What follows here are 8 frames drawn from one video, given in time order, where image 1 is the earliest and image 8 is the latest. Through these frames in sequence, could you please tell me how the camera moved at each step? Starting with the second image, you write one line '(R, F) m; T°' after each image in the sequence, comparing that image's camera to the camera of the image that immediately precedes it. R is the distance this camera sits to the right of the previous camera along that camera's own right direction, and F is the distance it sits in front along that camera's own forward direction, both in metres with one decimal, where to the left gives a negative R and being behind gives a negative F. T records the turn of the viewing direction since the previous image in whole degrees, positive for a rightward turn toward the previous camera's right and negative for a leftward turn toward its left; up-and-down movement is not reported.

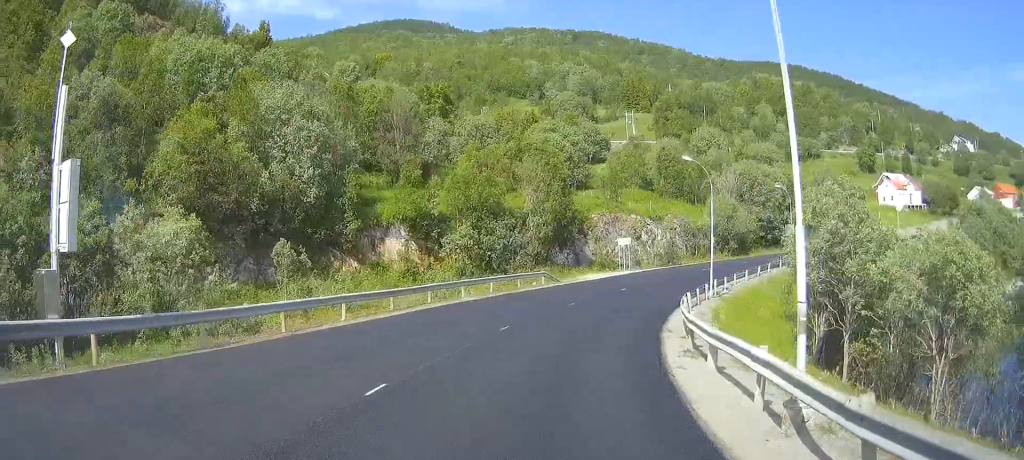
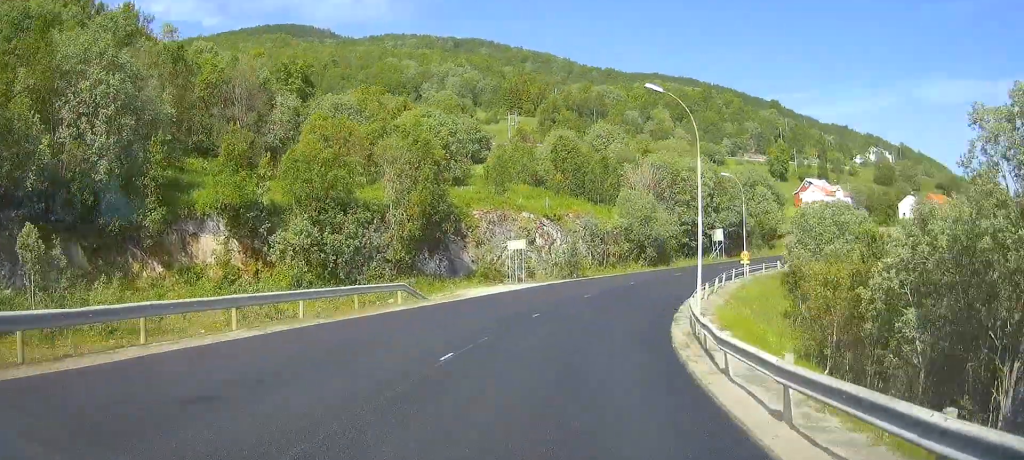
(+2.9, +16.3) m; +18°
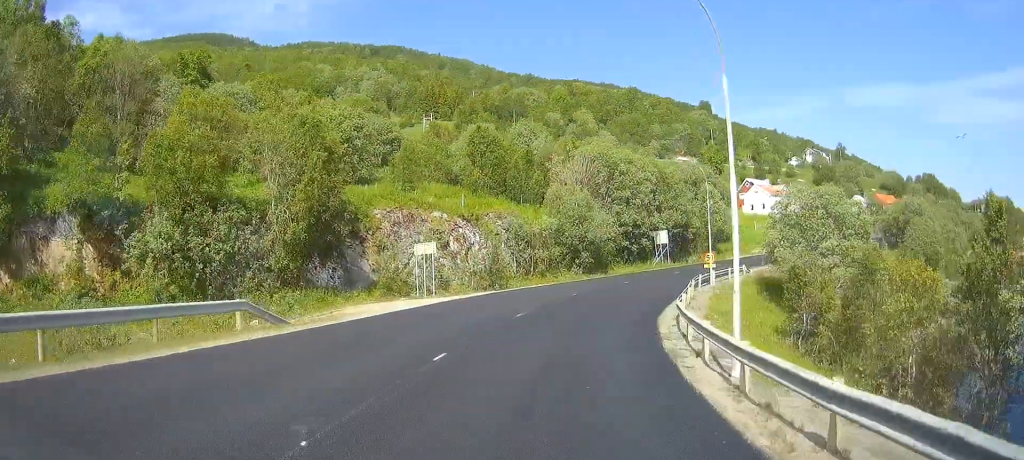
(+0.6, +9.9) m; +4°
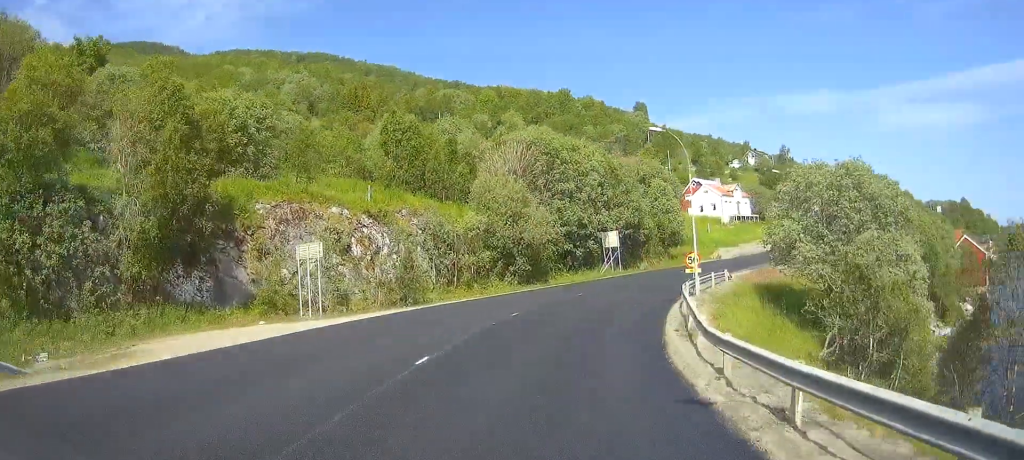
(+0.1, +10.7) m; +4°
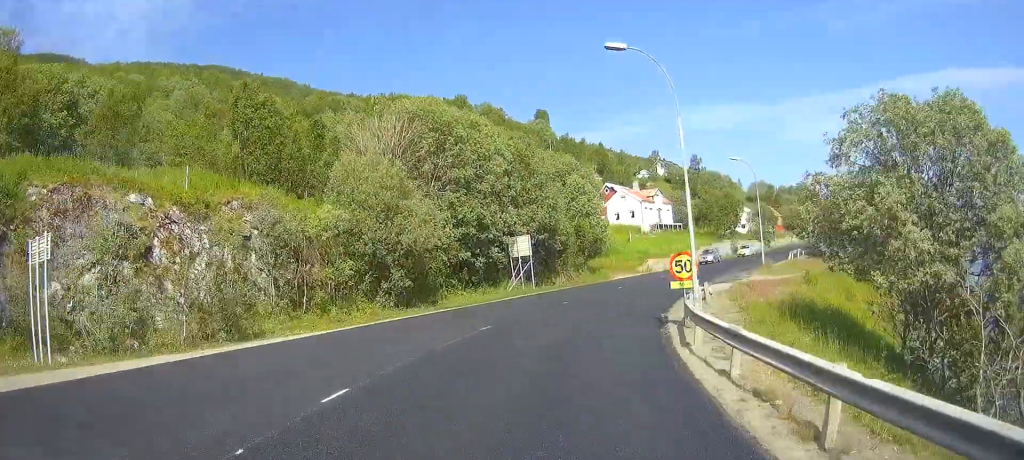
(+0.9, +13.2) m; +13°
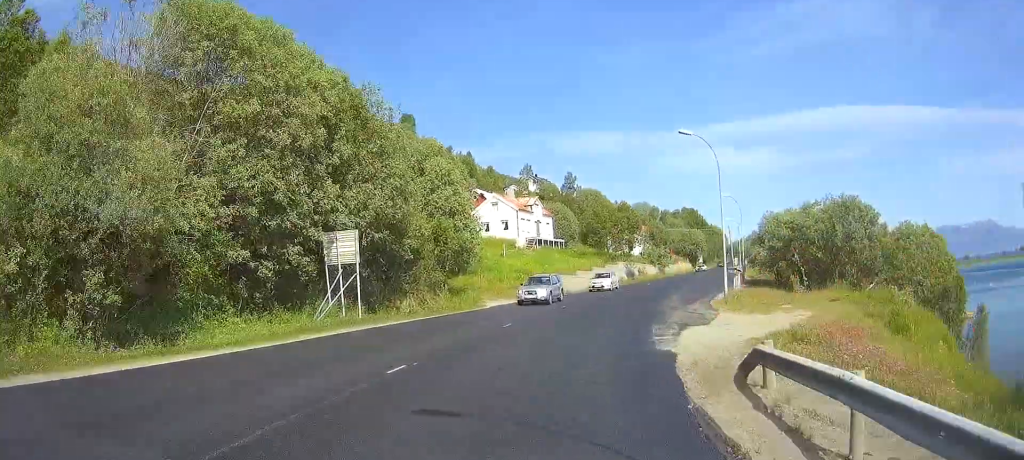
(+3.0, +17.1) m; +14°
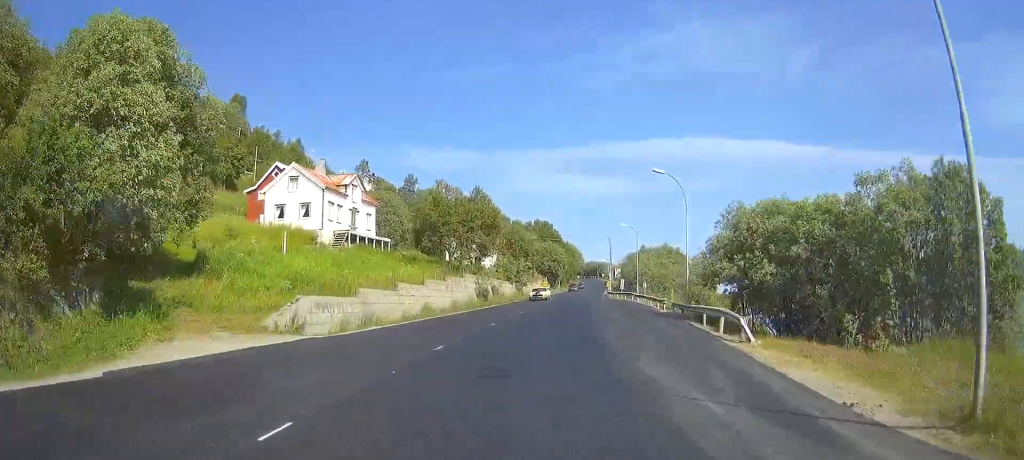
(+3.1, +26.9) m; +19°
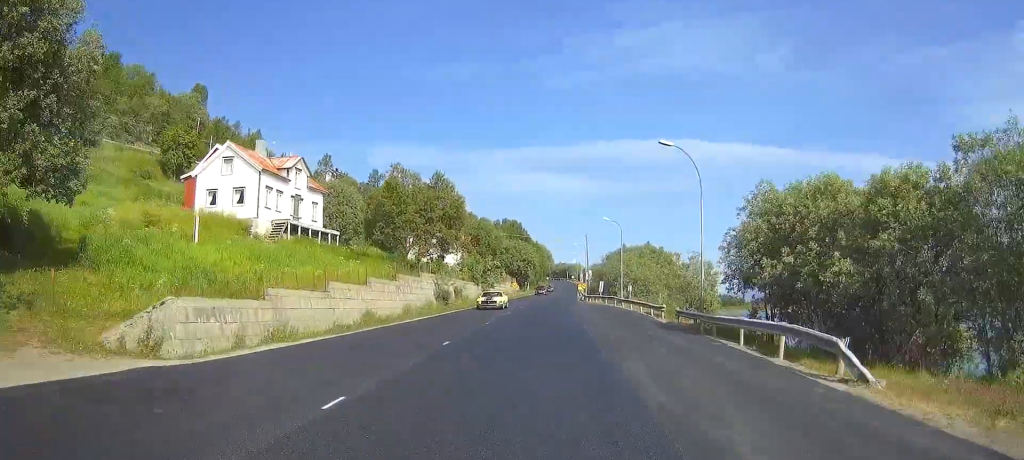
(+0.3, +8.9) m; +9°
